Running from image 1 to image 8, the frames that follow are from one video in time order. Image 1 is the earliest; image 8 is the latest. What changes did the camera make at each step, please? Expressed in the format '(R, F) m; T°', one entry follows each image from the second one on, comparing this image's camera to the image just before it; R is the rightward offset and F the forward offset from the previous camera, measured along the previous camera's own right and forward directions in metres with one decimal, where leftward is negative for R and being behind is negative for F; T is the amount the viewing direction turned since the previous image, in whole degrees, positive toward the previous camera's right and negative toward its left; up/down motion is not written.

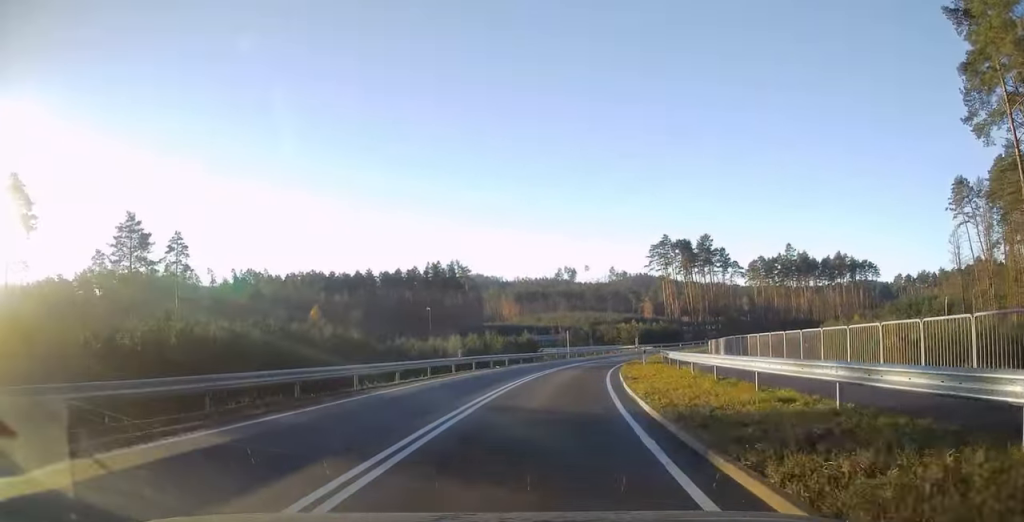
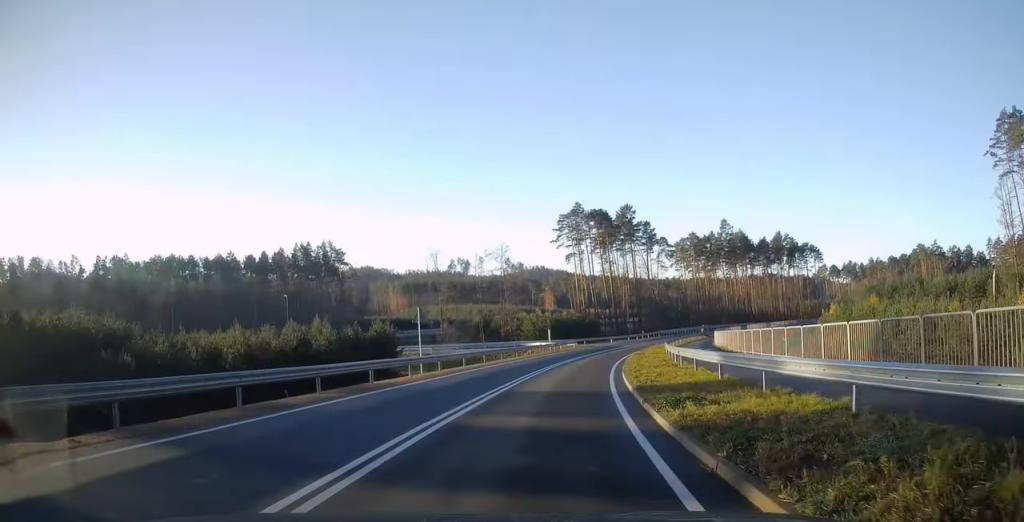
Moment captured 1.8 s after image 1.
(+3.3, +37.3) m; +10°
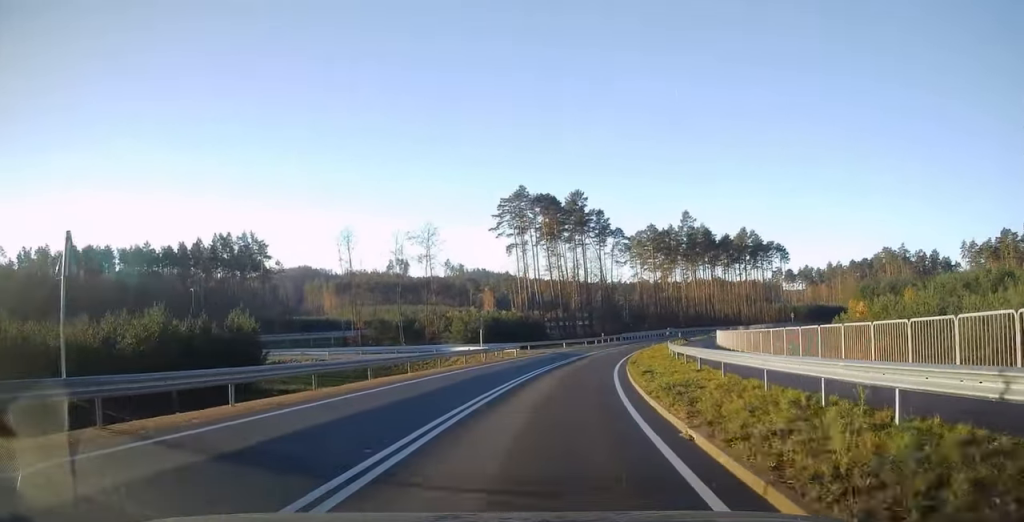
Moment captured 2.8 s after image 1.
(+1.1, +19.9) m; +6°
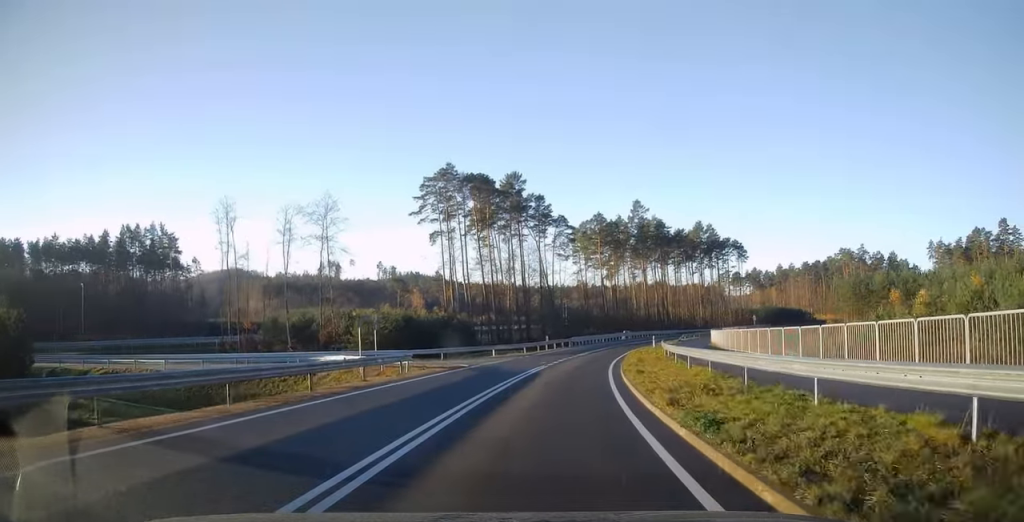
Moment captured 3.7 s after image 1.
(+0.8, +19.3) m; +6°
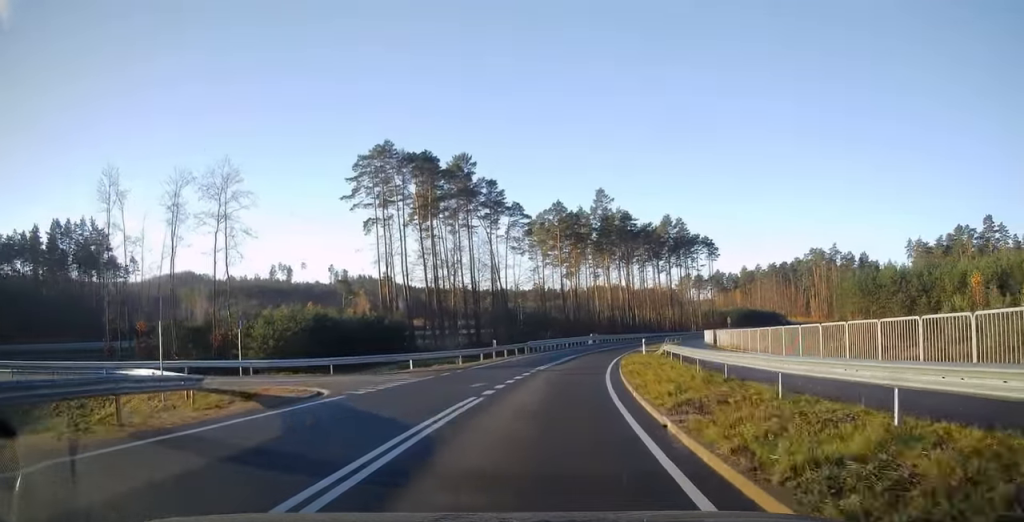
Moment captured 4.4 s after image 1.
(+0.8, +14.8) m; +4°
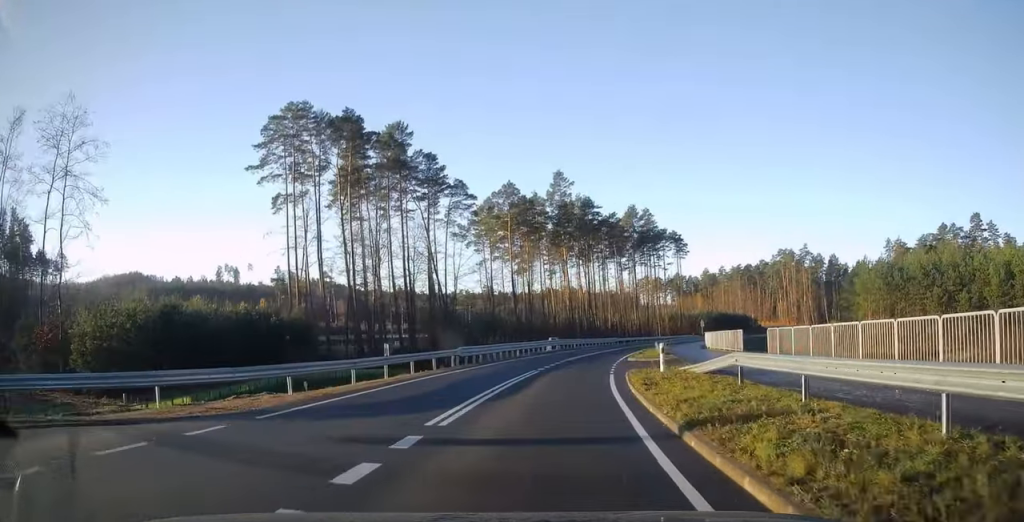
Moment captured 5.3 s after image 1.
(+0.8, +17.3) m; +4°
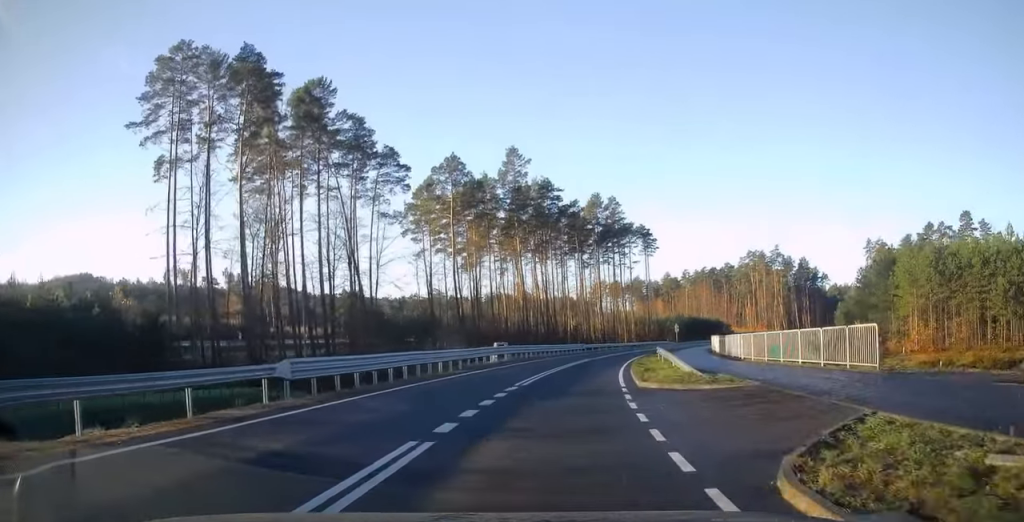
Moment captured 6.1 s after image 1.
(-0.1, +17.1) m; +4°
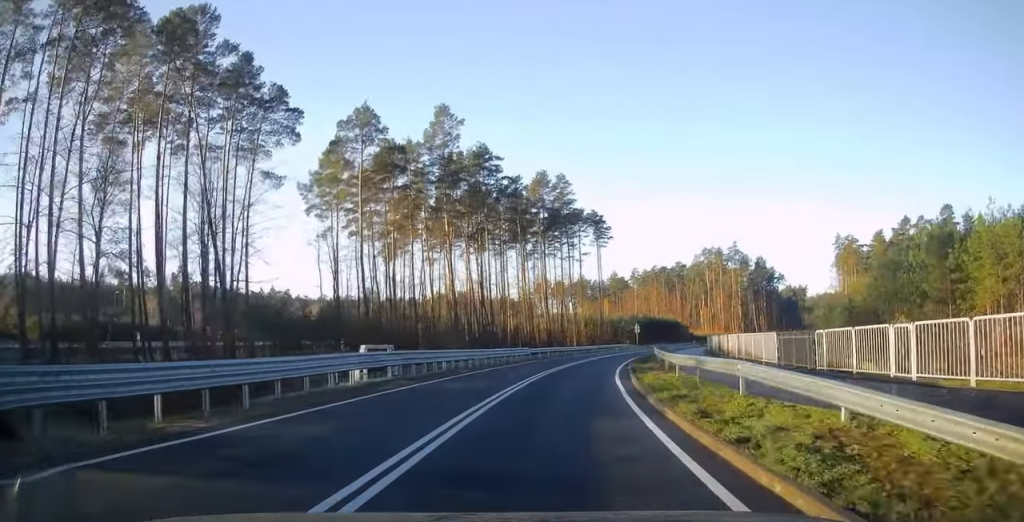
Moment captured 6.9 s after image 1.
(+1.1, +18.0) m; +6°
